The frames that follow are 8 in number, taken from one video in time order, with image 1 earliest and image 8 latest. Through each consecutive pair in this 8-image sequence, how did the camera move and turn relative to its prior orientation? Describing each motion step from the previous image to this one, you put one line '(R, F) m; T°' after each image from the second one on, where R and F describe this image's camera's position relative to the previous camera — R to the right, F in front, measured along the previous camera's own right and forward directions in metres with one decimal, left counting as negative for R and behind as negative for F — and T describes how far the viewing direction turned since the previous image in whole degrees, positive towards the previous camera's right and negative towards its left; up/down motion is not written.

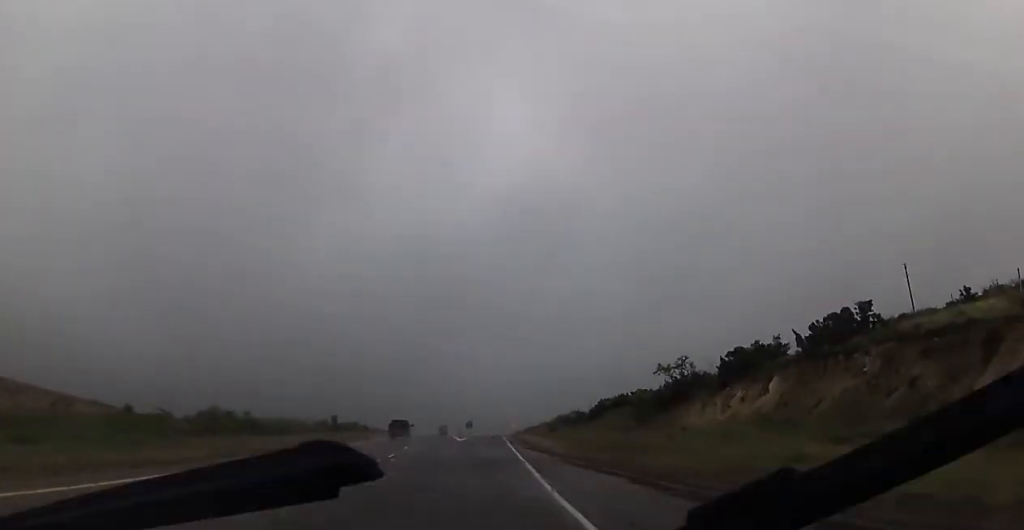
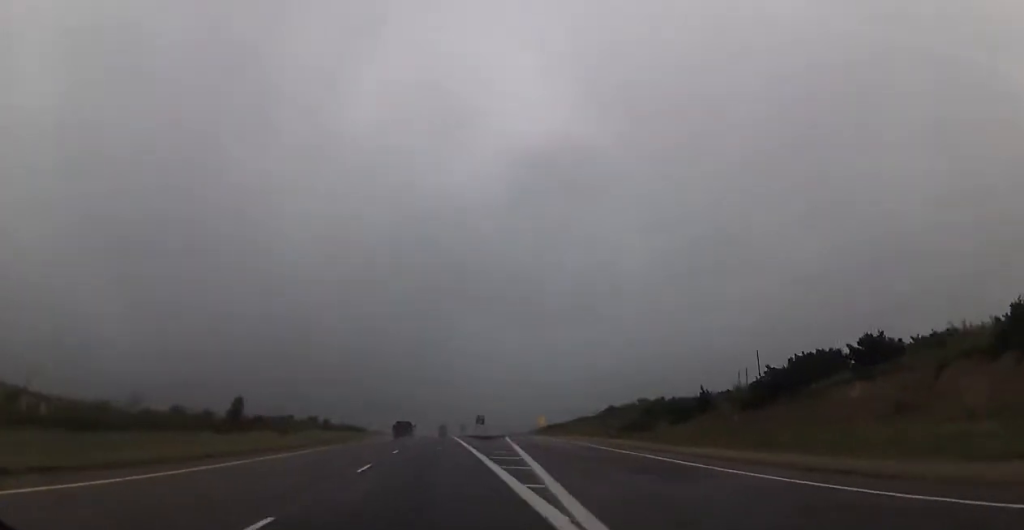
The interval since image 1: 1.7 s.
(-0.1, +58.2) m; 0°
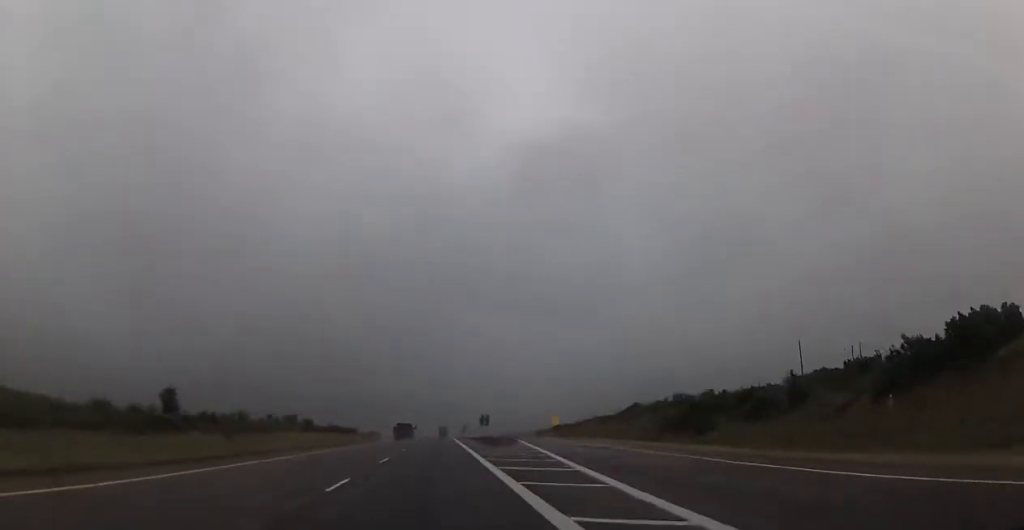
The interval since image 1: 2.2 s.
(+0.1, +17.1) m; 0°
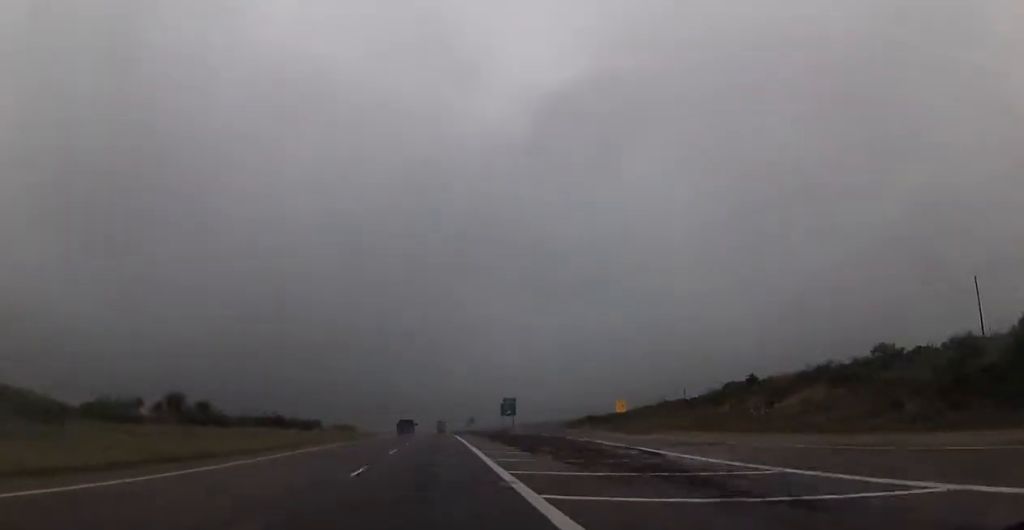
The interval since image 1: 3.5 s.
(0.0, +46.0) m; 0°
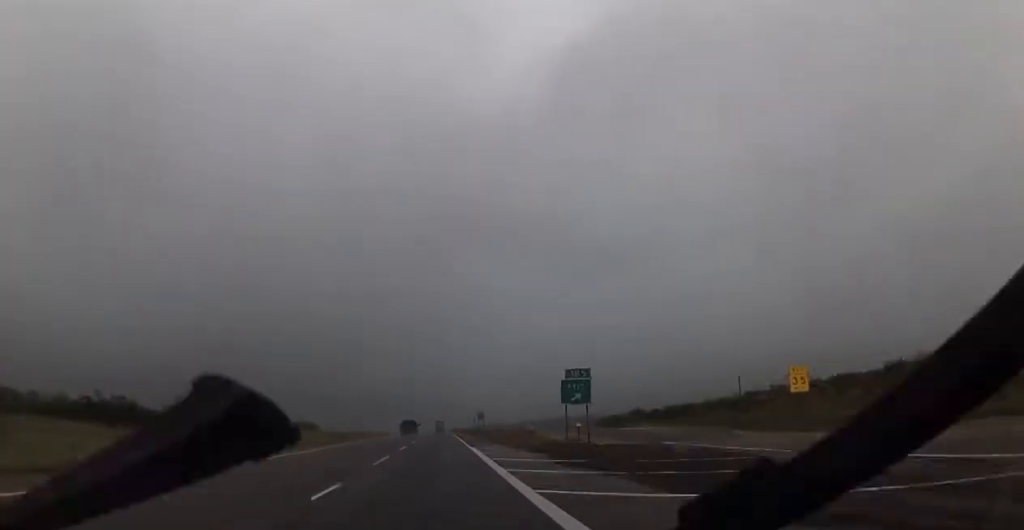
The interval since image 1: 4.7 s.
(0.0, +41.5) m; 0°
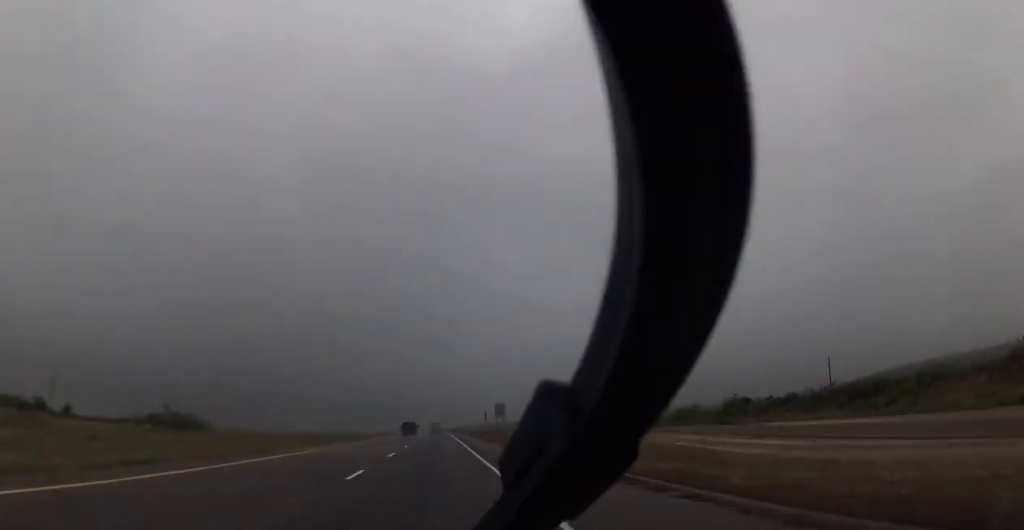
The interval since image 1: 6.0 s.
(+0.4, +44.9) m; +1°
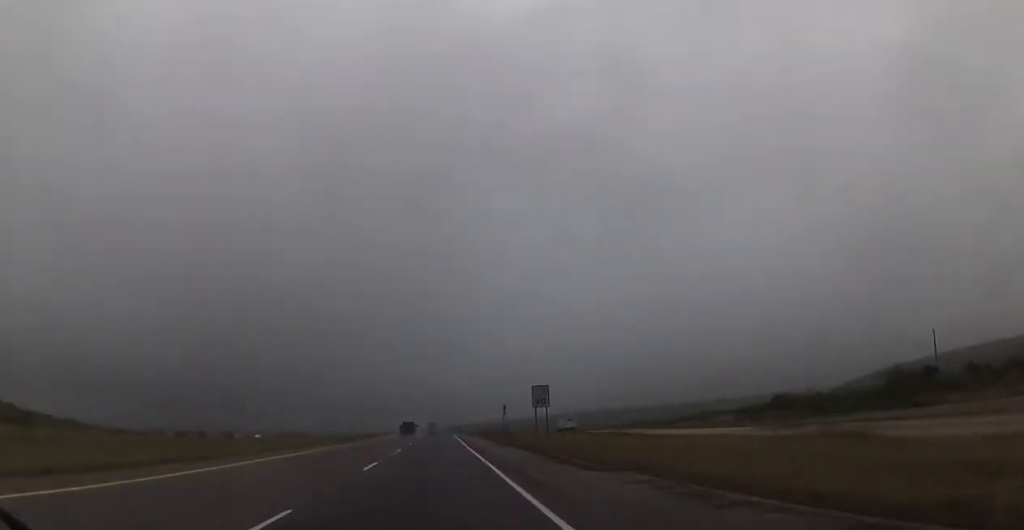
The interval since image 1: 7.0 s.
(0.0, +33.3) m; 0°
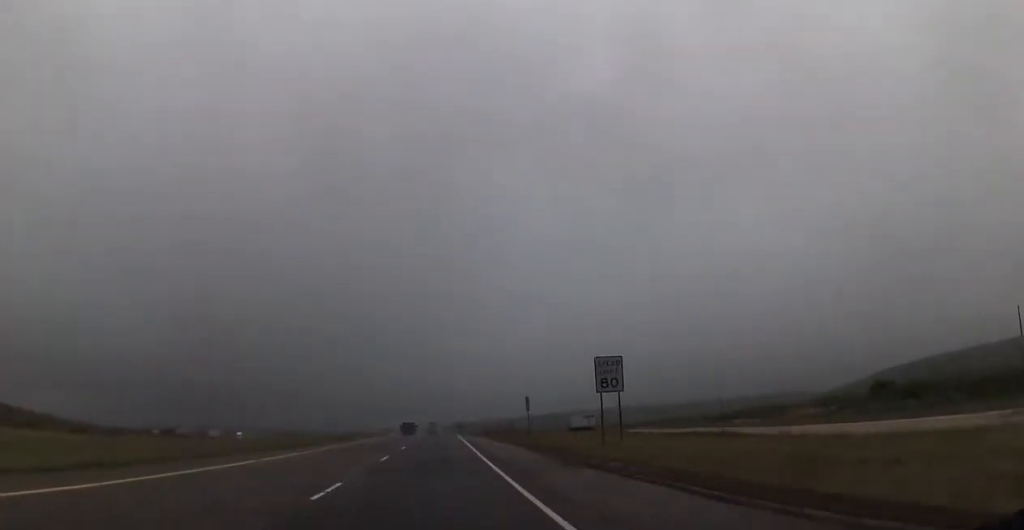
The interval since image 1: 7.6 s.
(-0.1, +19.5) m; 0°
